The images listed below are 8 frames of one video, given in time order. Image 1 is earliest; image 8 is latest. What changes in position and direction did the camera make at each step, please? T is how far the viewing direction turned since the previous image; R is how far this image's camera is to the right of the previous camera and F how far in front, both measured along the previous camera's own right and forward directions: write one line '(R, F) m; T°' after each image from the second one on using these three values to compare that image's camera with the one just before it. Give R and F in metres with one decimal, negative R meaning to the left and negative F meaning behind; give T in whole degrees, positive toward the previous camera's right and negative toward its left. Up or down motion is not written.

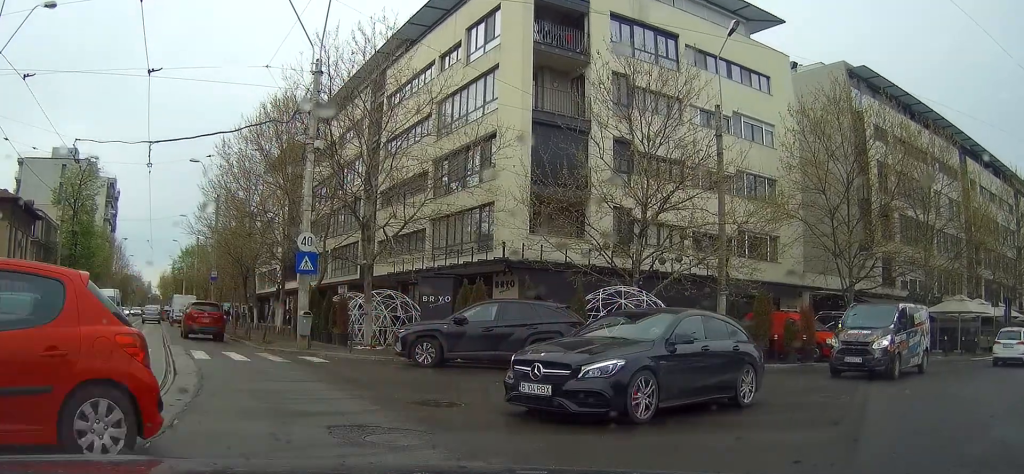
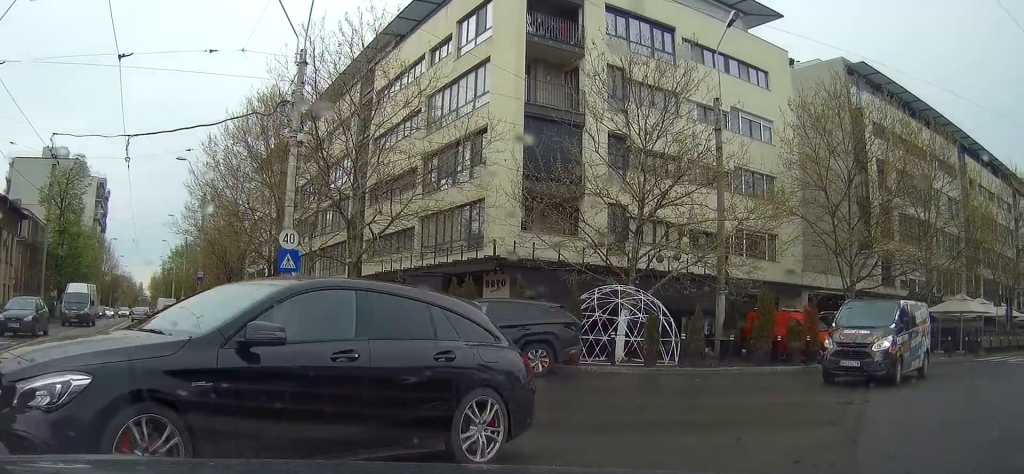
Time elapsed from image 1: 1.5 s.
(+0.2, +1.1) m; 0°
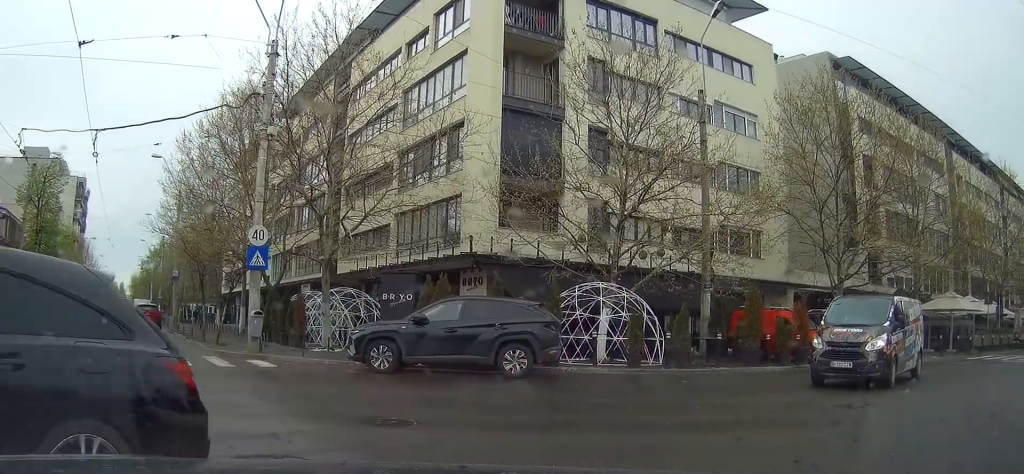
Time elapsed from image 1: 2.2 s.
(-0.3, +1.0) m; -7°
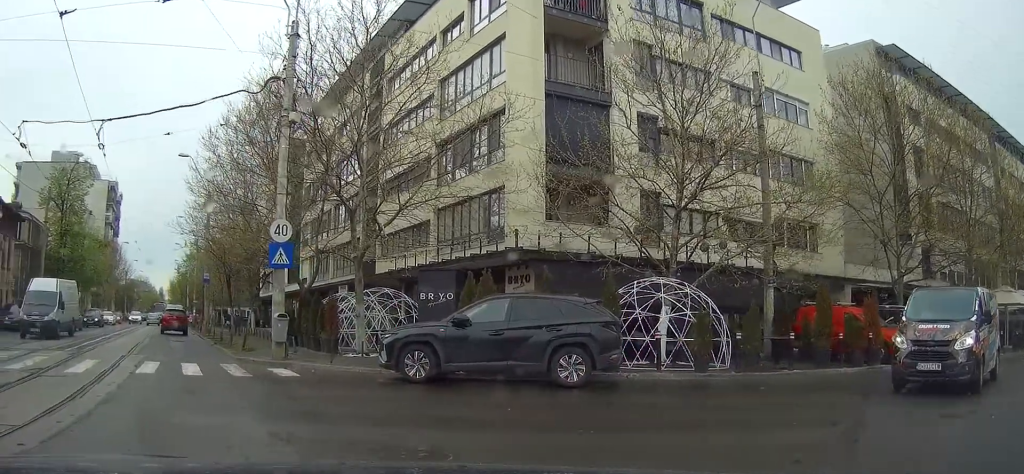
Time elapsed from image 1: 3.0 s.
(-0.2, +1.9) m; -7°
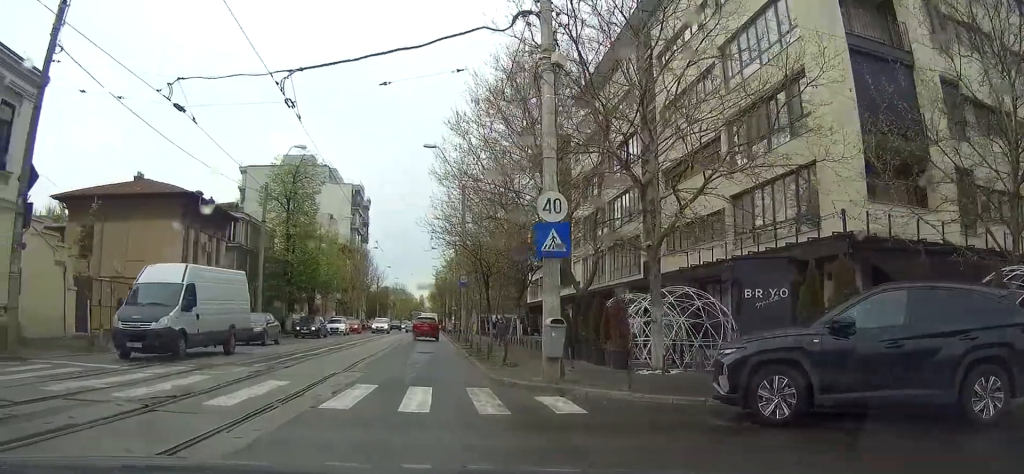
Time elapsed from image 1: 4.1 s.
(0.0, +4.4) m; -5°
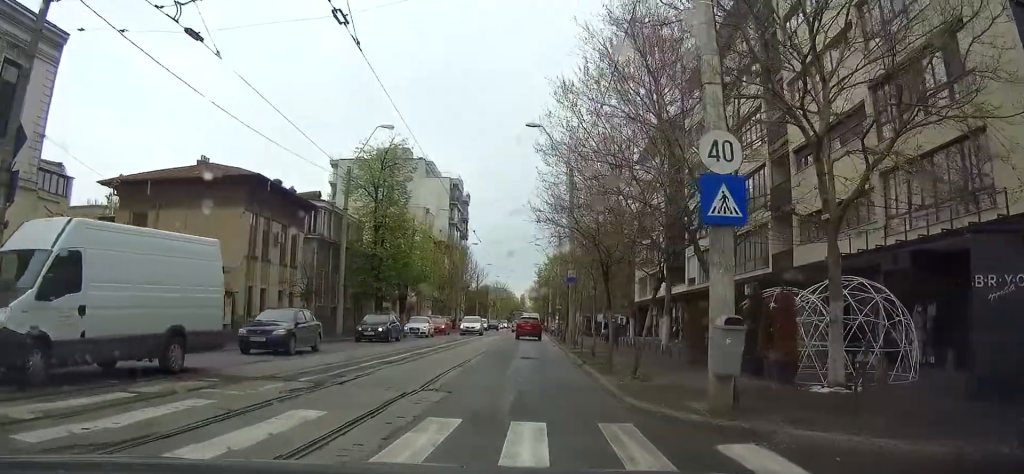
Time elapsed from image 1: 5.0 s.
(-0.2, +4.3) m; -6°
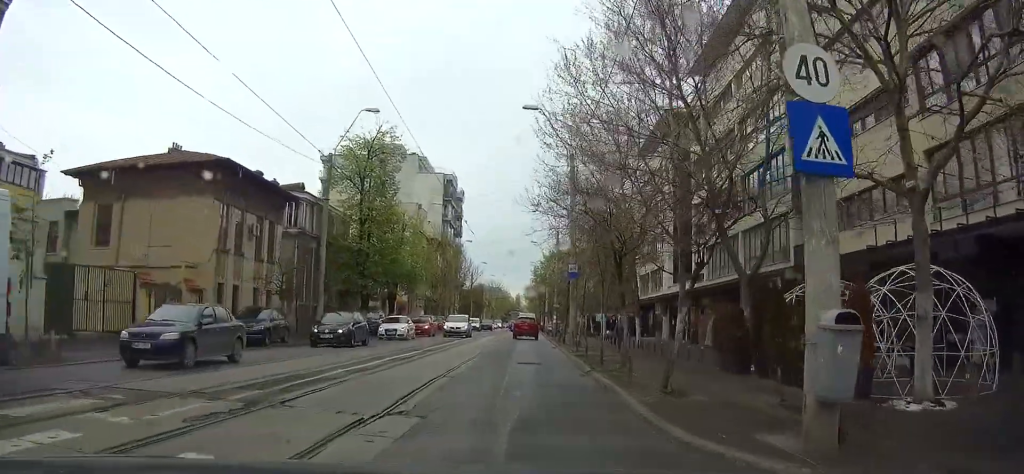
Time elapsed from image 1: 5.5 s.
(0.0, +3.4) m; -4°
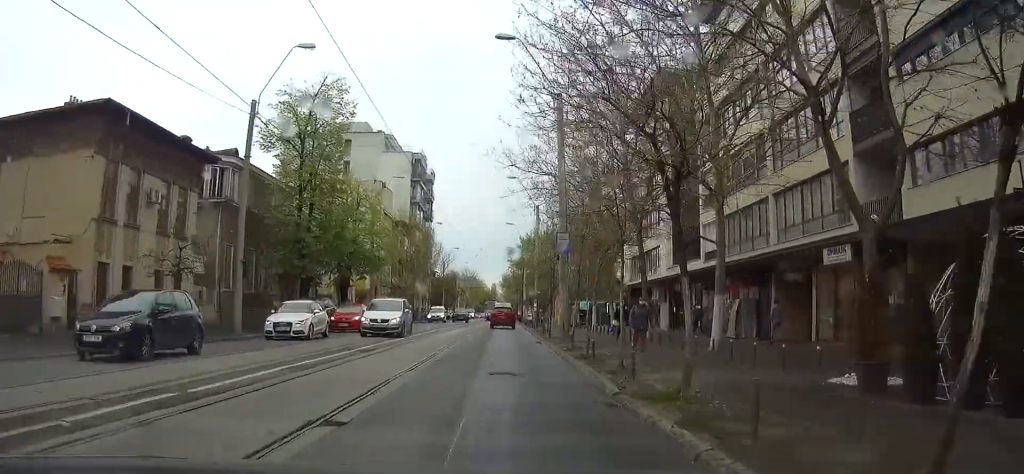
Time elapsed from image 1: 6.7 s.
(-0.5, +8.5) m; -2°
